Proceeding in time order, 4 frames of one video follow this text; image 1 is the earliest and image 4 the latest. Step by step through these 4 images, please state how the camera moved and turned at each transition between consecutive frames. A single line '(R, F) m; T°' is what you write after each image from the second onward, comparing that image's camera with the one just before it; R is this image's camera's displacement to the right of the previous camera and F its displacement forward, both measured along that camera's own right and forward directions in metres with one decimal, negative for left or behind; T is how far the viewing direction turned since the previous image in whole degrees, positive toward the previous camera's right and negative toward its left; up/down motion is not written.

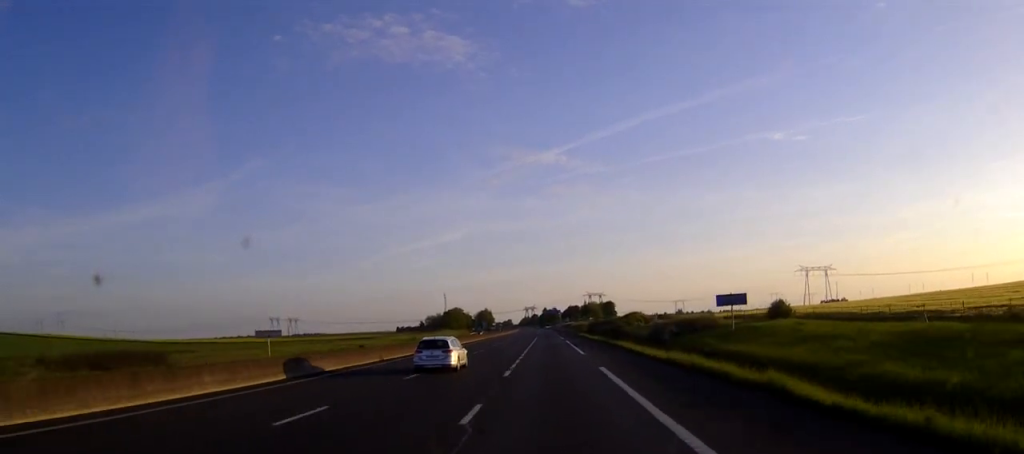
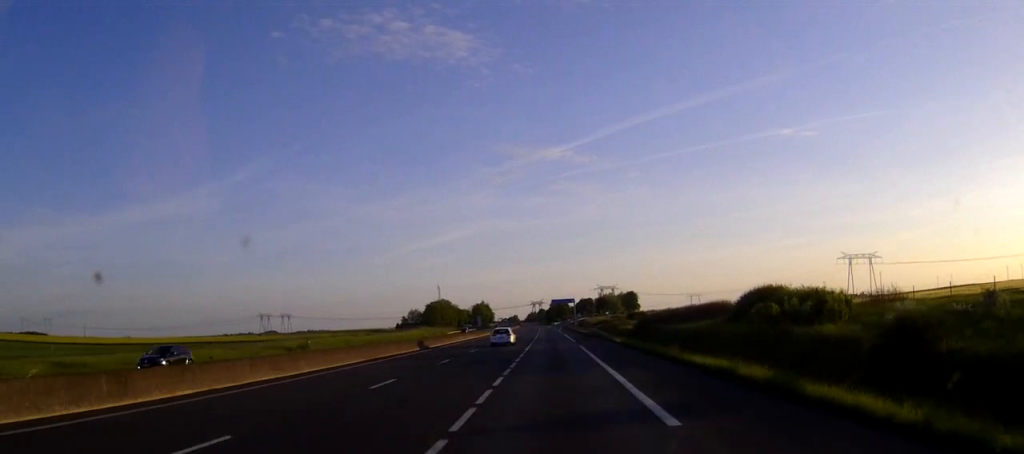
(-0.4, +83.3) m; 0°
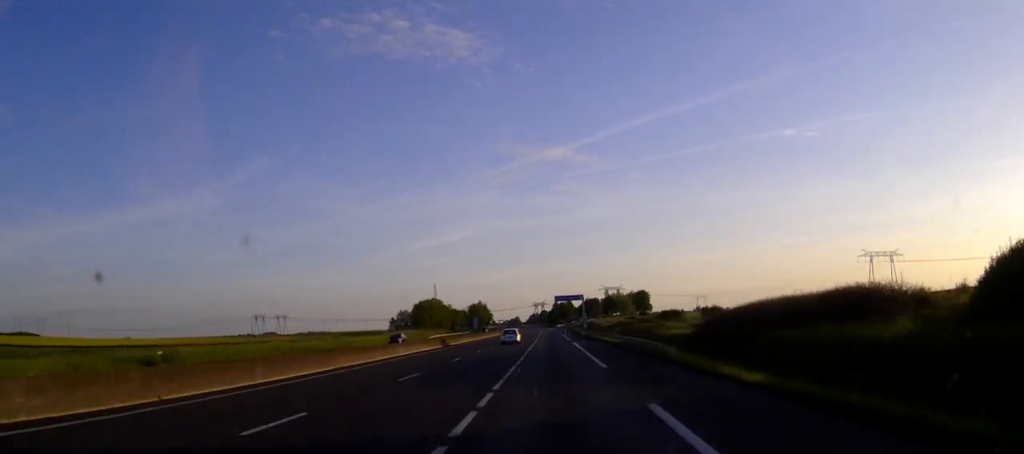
(-0.1, +35.2) m; 0°
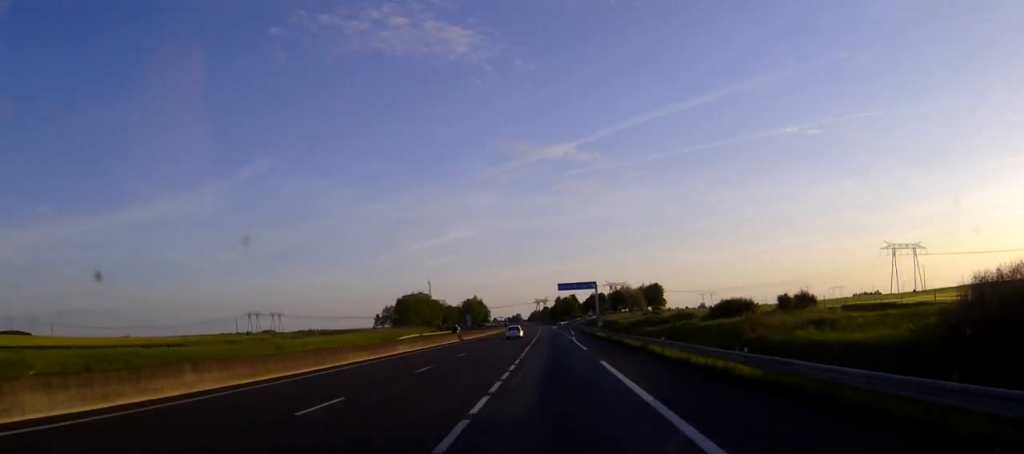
(-0.1, +36.4) m; 0°
